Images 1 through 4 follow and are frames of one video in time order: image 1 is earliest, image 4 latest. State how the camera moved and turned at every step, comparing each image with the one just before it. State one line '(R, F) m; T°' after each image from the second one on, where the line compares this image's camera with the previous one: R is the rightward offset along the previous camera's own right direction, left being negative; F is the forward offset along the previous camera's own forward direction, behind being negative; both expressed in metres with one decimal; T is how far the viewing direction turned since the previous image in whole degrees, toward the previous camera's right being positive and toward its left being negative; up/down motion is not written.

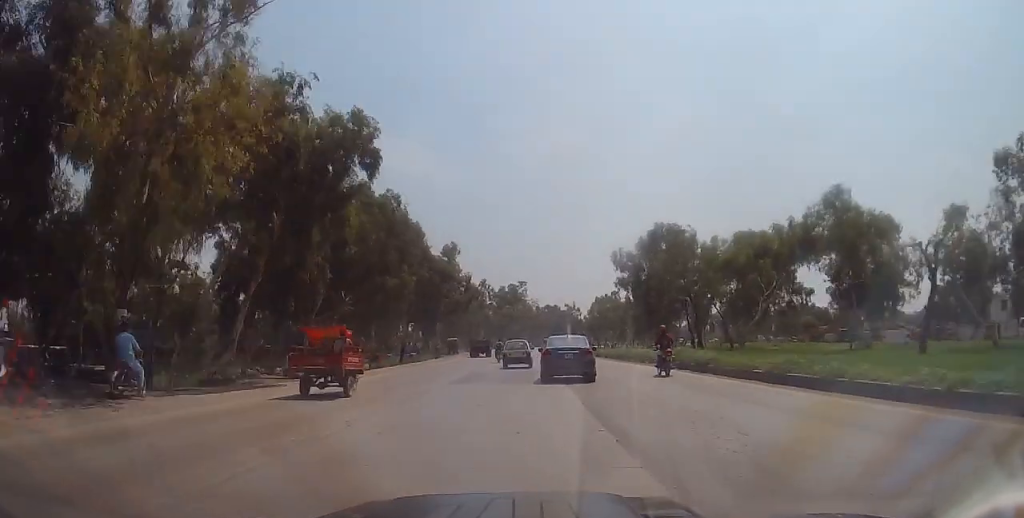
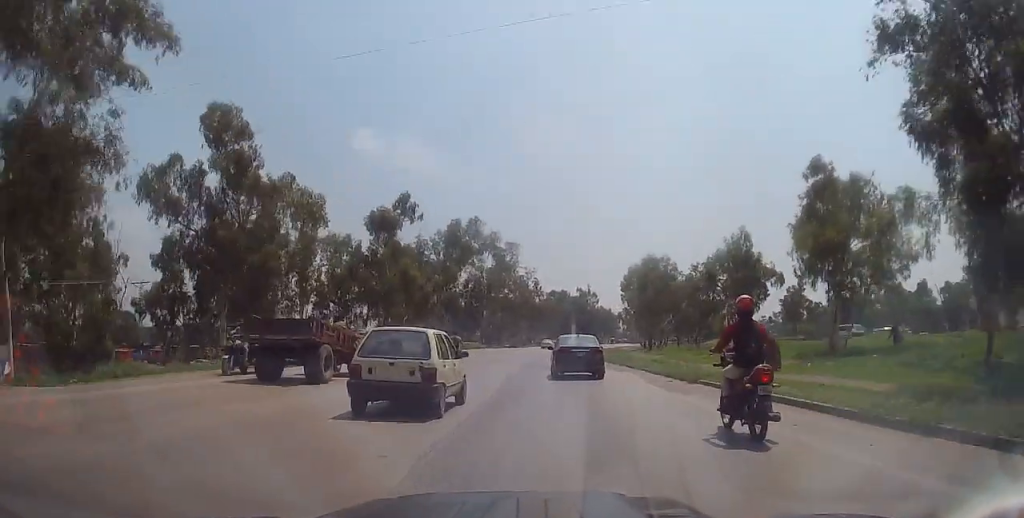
(-1.1, +67.7) m; -1°
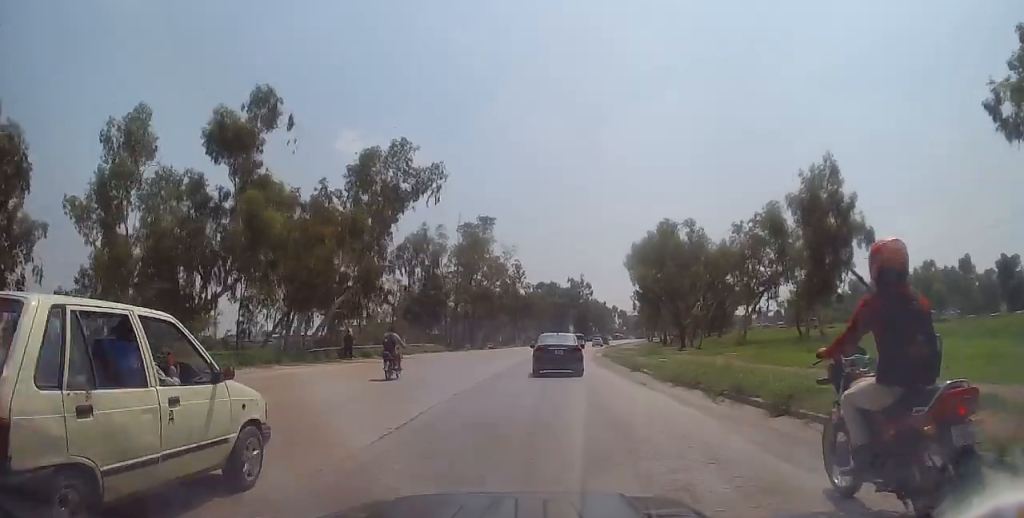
(+0.4, +23.7) m; 0°
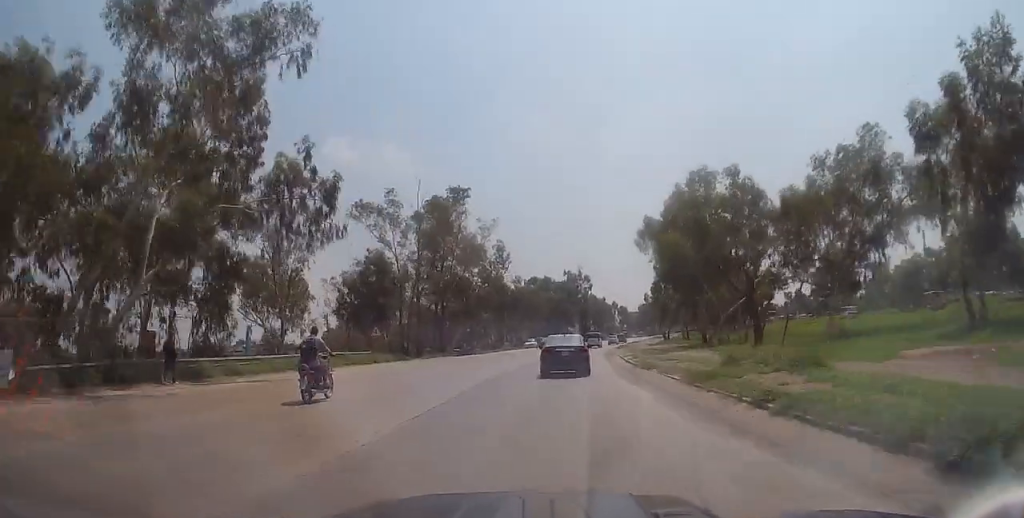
(-0.1, +19.6) m; 0°
